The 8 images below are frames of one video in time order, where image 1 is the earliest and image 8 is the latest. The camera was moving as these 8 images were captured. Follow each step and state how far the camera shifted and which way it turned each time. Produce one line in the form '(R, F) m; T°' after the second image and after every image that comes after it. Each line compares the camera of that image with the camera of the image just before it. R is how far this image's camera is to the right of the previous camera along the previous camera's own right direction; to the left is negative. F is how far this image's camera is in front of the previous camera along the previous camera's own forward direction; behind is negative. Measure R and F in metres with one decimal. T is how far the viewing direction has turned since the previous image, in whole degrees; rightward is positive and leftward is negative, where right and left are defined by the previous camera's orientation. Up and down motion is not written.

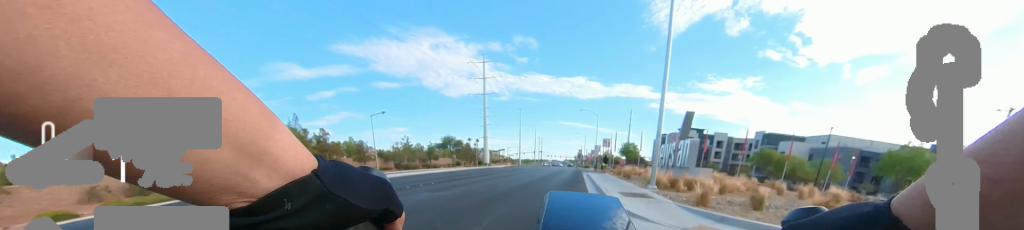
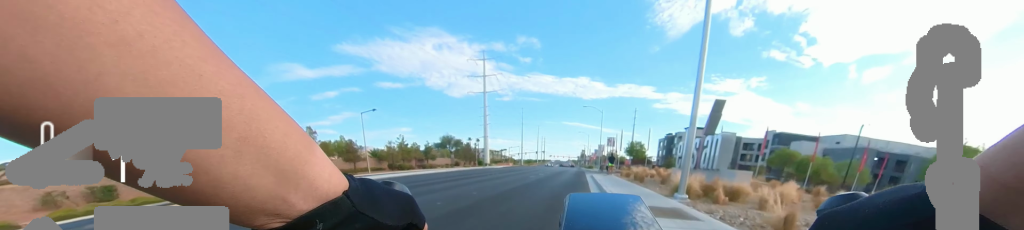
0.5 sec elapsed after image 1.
(0.0, +3.0) m; 0°
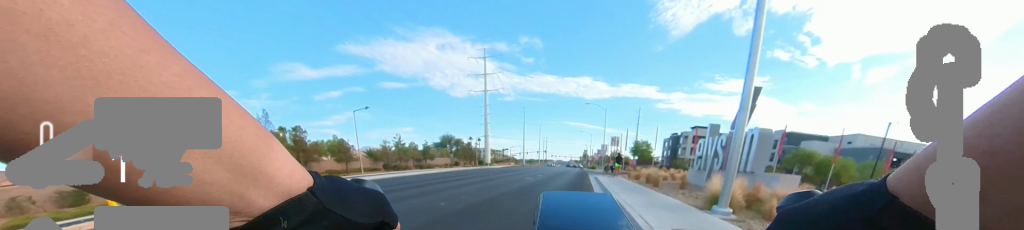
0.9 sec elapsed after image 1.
(0.0, +2.3) m; 0°
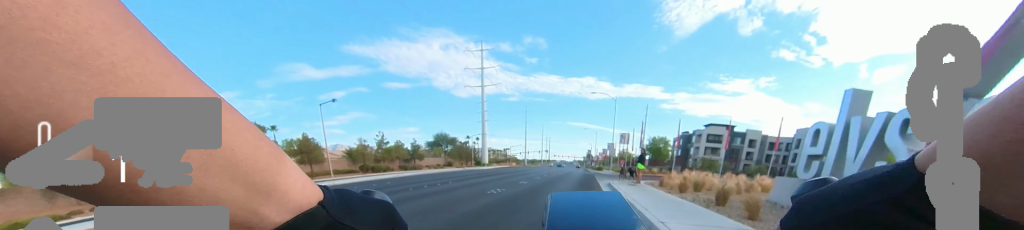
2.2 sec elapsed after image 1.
(0.0, +7.2) m; 0°
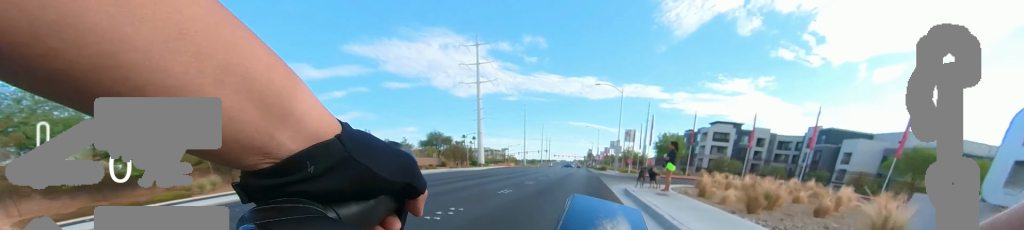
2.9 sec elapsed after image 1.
(0.0, +4.1) m; 0°
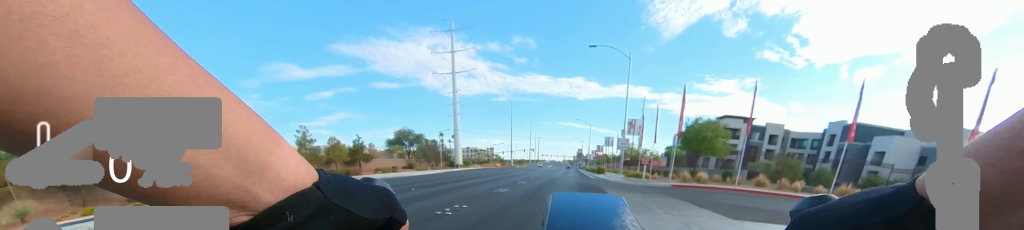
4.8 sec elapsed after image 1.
(0.0, +11.0) m; 0°
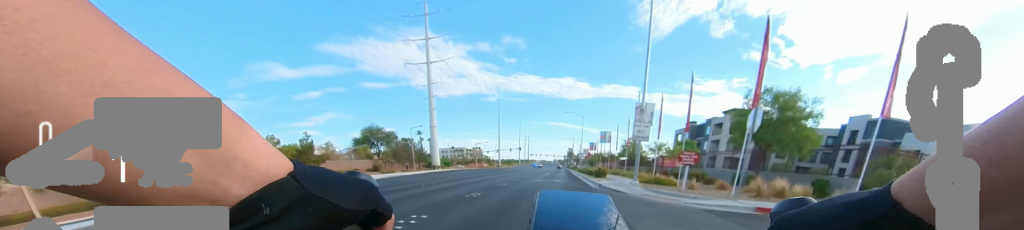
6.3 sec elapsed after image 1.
(0.0, +8.4) m; 0°
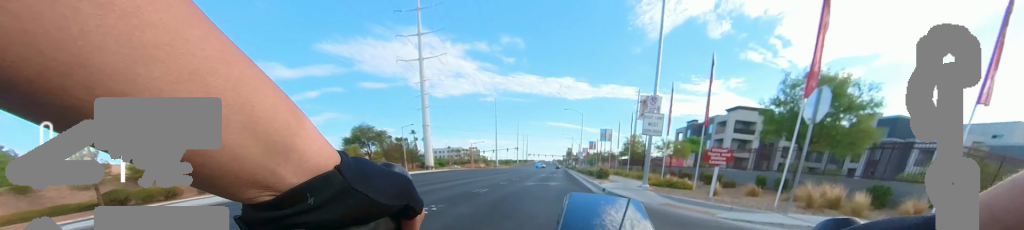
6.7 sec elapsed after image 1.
(0.0, +2.5) m; 0°
